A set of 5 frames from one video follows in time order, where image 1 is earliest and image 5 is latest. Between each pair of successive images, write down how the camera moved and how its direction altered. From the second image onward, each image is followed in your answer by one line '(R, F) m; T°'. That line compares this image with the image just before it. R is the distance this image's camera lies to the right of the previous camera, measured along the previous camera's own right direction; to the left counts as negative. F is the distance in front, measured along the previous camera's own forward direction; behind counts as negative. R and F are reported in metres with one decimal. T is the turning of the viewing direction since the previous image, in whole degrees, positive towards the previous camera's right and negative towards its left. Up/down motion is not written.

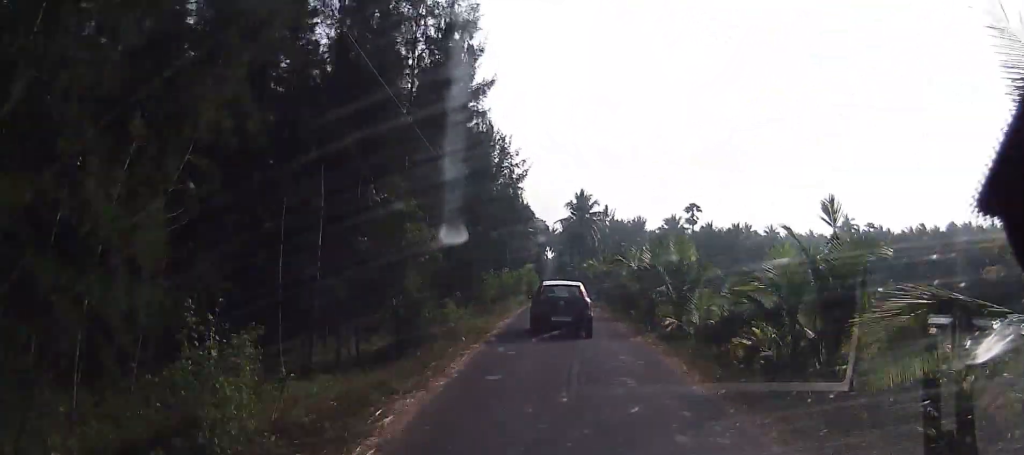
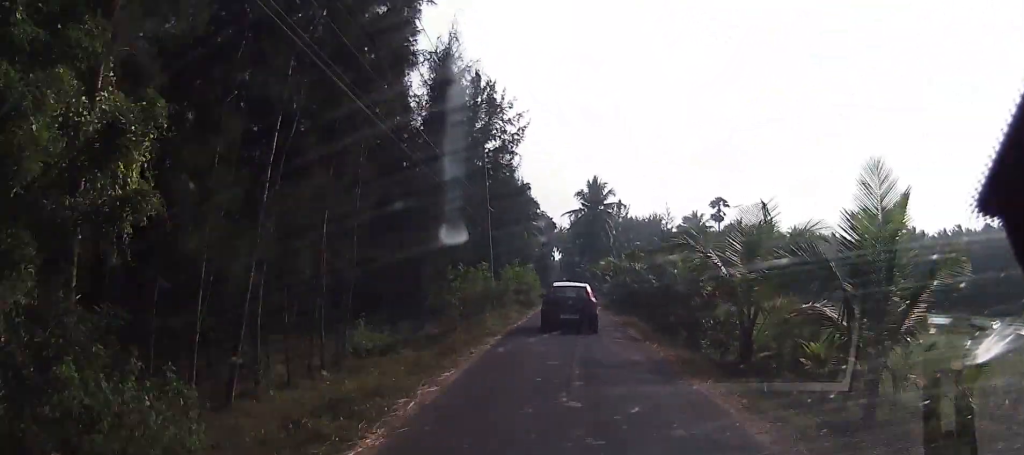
(-0.1, +14.5) m; -2°
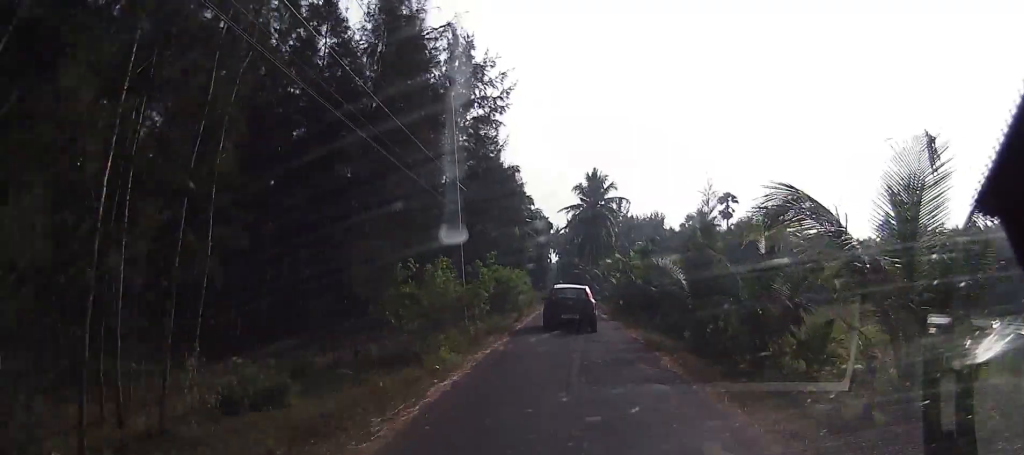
(0.0, +7.7) m; +2°
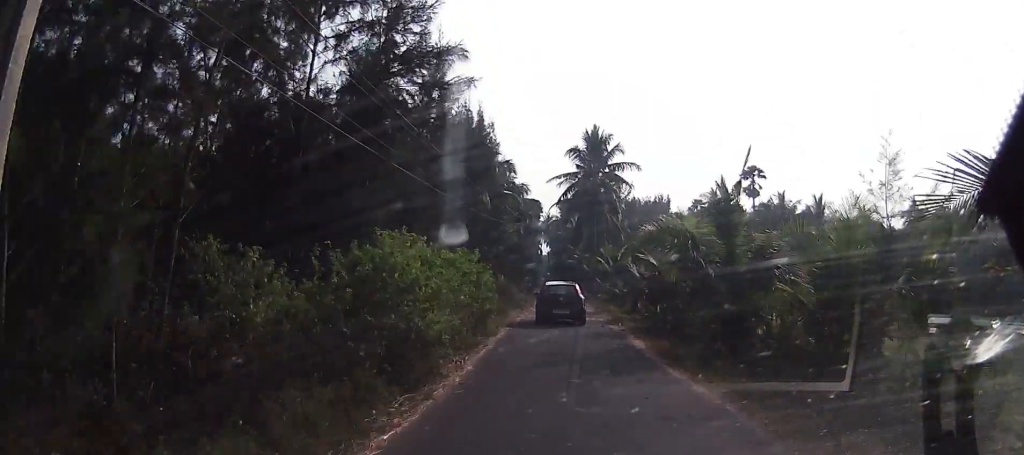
(+0.2, +17.4) m; -2°
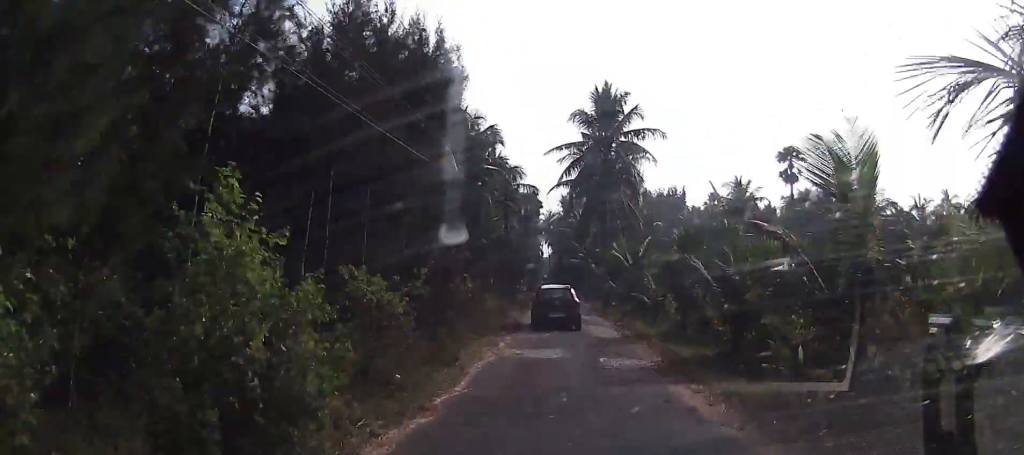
(-0.4, +13.3) m; -2°
